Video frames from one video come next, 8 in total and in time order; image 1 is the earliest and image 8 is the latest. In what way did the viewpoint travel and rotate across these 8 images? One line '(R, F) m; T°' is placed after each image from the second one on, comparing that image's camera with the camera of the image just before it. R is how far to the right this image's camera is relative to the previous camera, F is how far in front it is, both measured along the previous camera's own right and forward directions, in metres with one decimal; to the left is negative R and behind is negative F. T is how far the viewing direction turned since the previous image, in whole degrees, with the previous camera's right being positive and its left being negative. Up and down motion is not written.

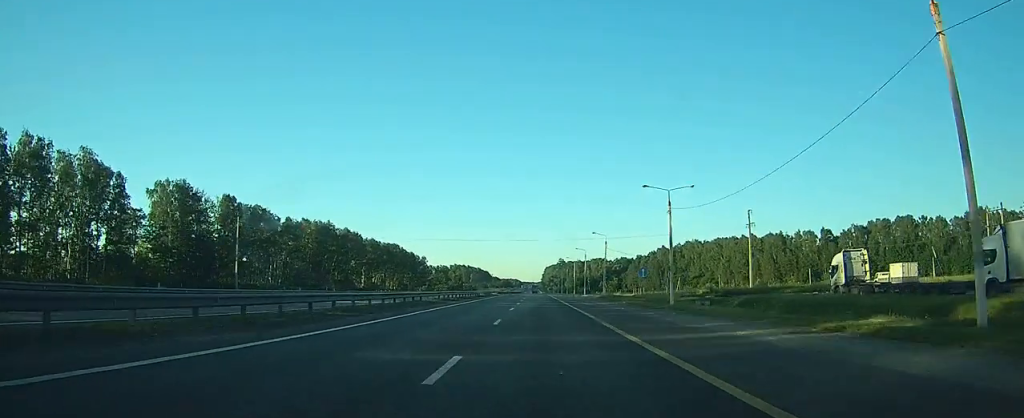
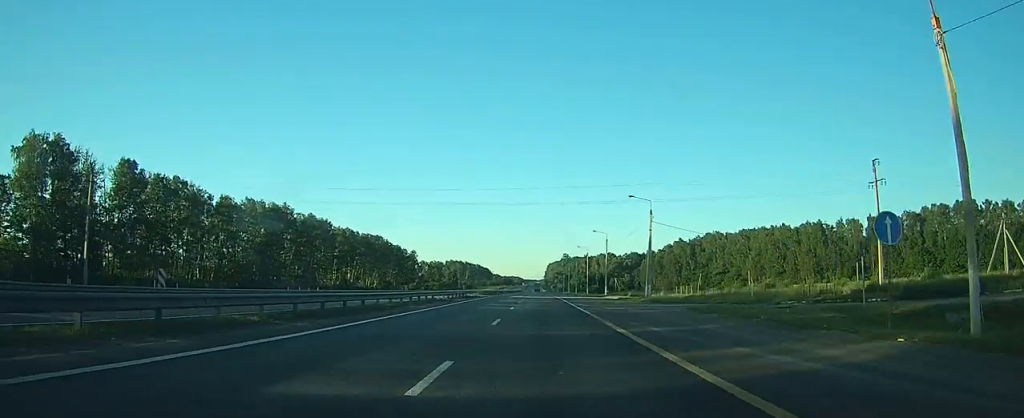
(0.0, +36.8) m; 0°
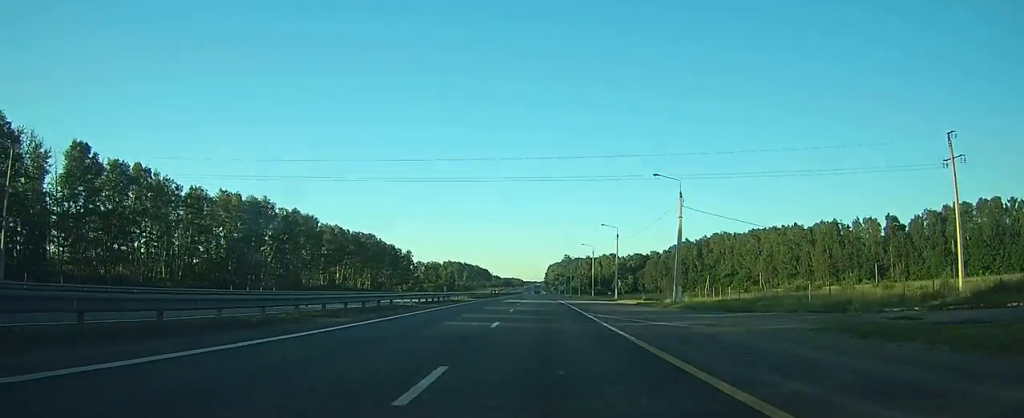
(0.0, +12.6) m; 0°
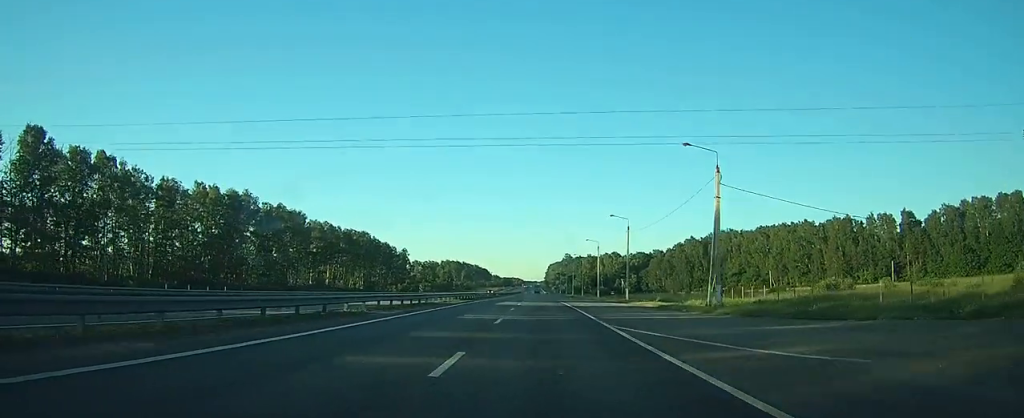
(0.0, +10.1) m; 0°
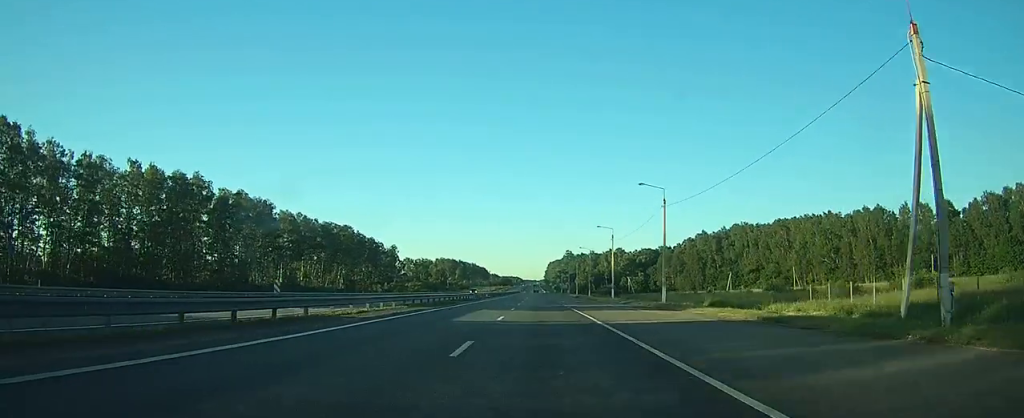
(0.0, +21.9) m; 0°
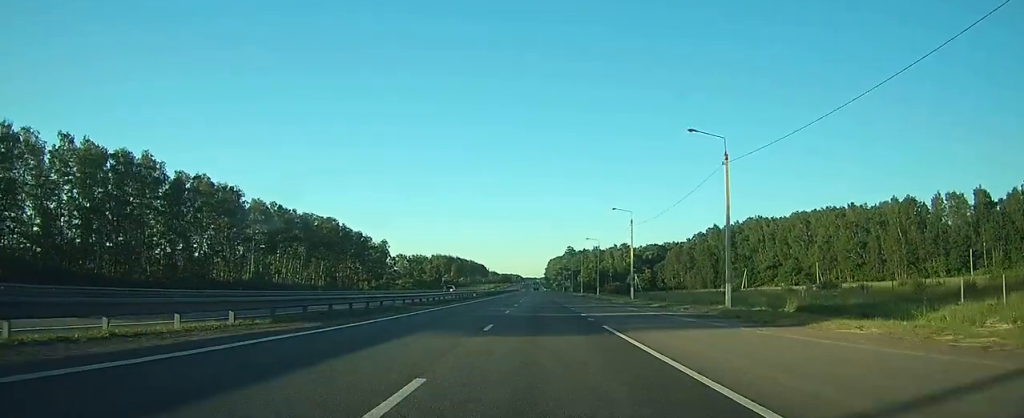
(0.0, +17.7) m; 0°
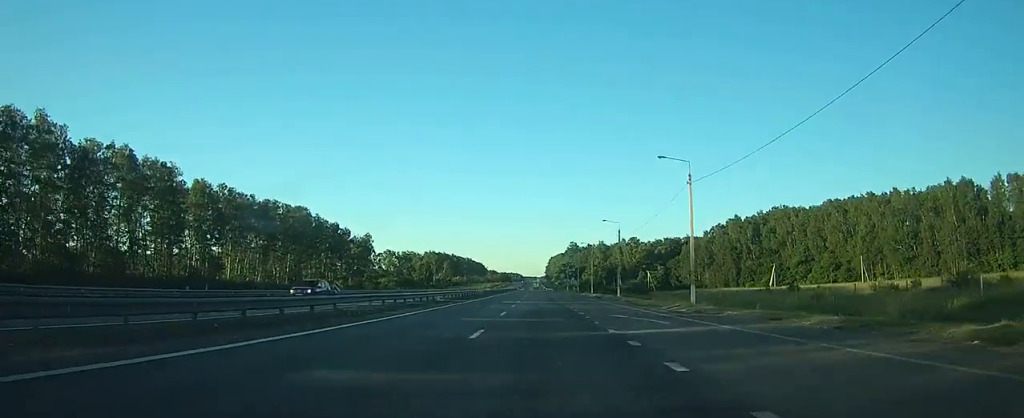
(0.0, +27.1) m; 0°
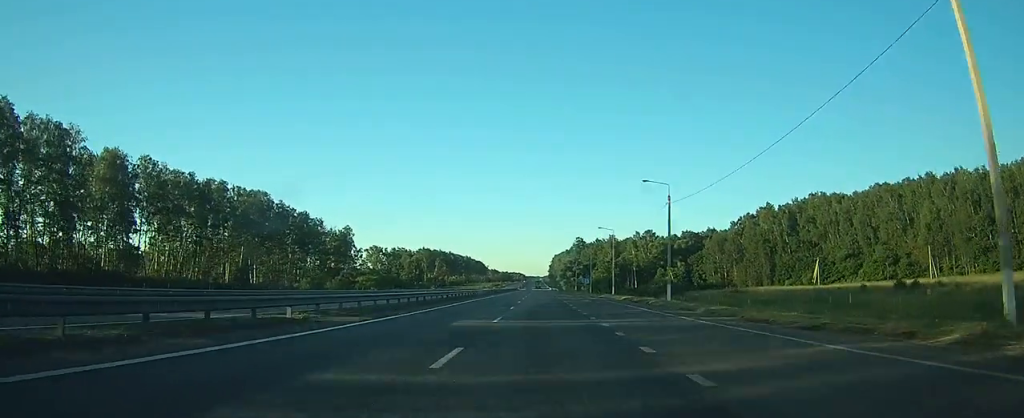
(0.0, +29.7) m; 0°
